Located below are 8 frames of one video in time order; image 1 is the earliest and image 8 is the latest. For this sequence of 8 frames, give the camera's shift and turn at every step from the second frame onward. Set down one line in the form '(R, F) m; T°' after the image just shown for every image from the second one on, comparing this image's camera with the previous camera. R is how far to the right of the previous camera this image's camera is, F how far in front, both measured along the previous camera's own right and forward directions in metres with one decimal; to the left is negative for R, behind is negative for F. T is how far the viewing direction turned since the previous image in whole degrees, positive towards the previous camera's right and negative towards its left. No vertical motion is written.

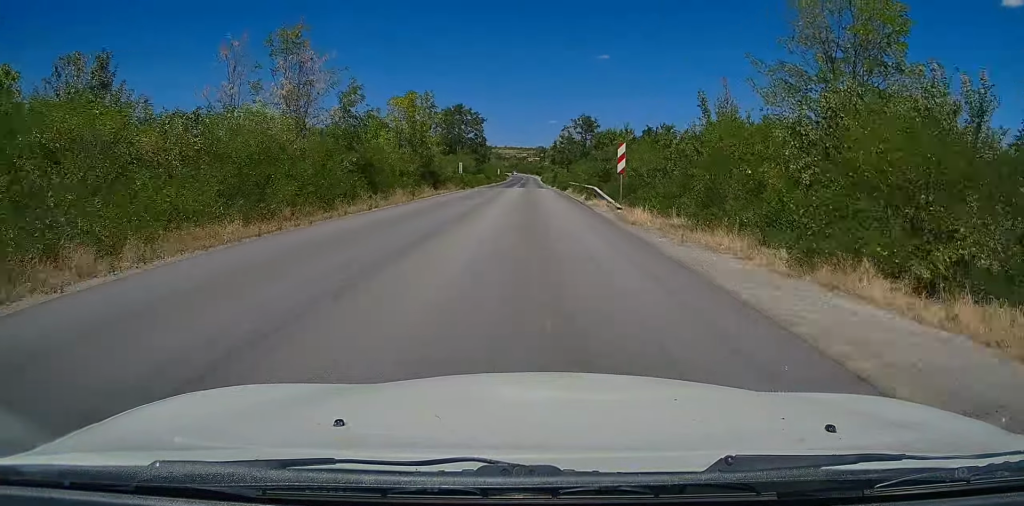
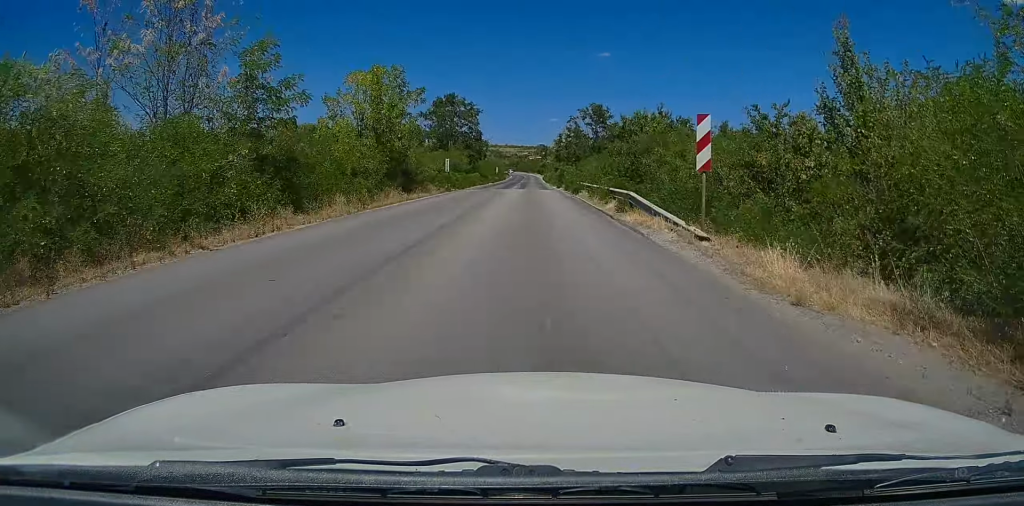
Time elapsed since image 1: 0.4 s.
(0.0, +10.1) m; 0°
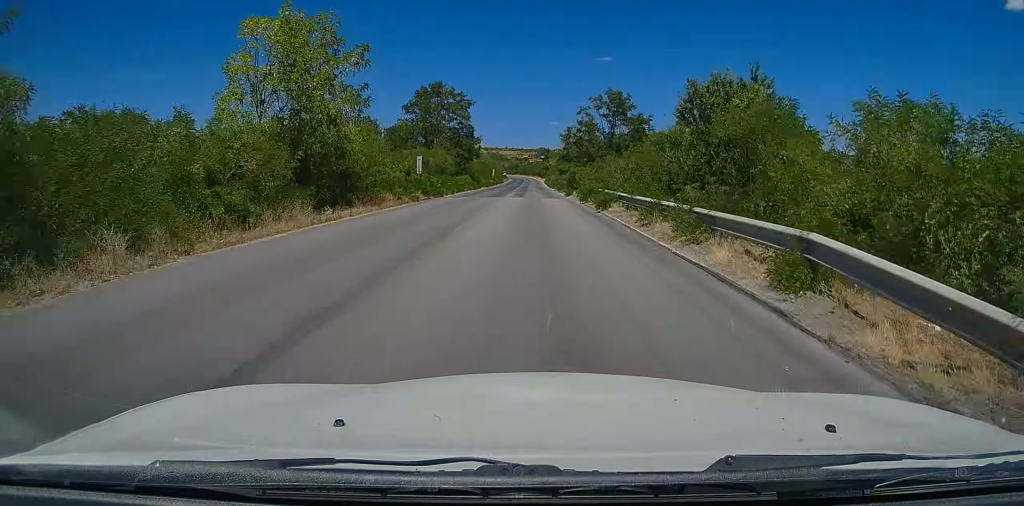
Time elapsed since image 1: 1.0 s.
(-0.1, +12.5) m; 0°
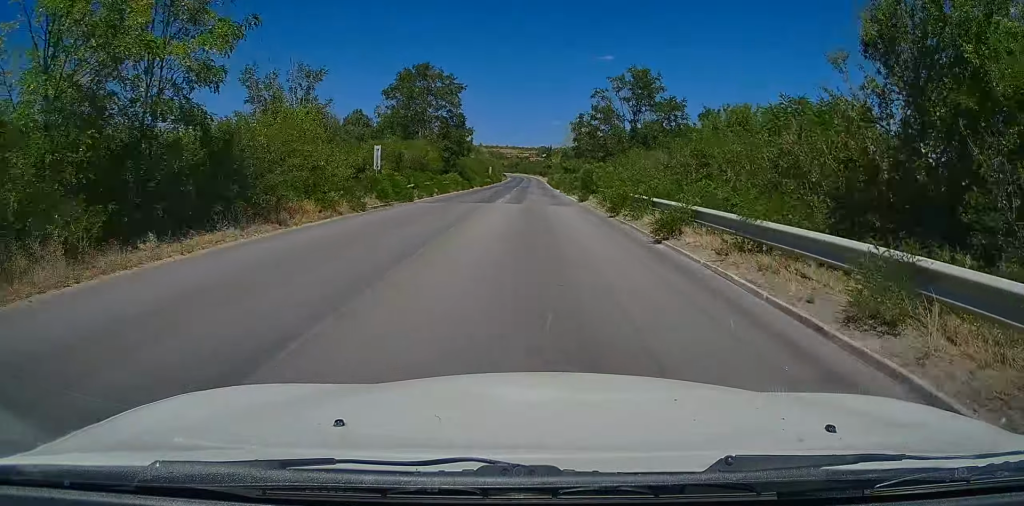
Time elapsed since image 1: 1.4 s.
(0.0, +10.2) m; 0°
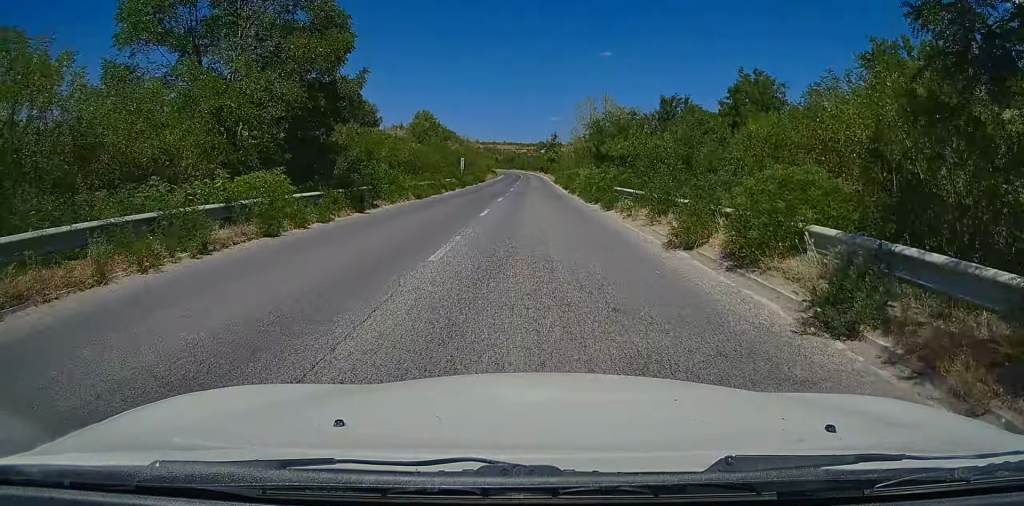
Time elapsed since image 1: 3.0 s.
(-0.1, +37.2) m; 0°
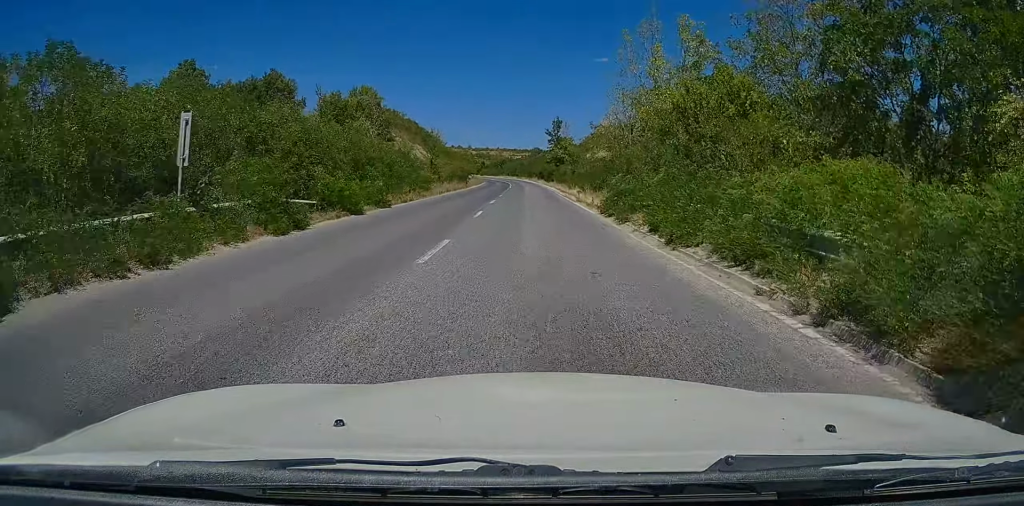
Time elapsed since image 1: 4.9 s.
(0.0, +46.1) m; 0°
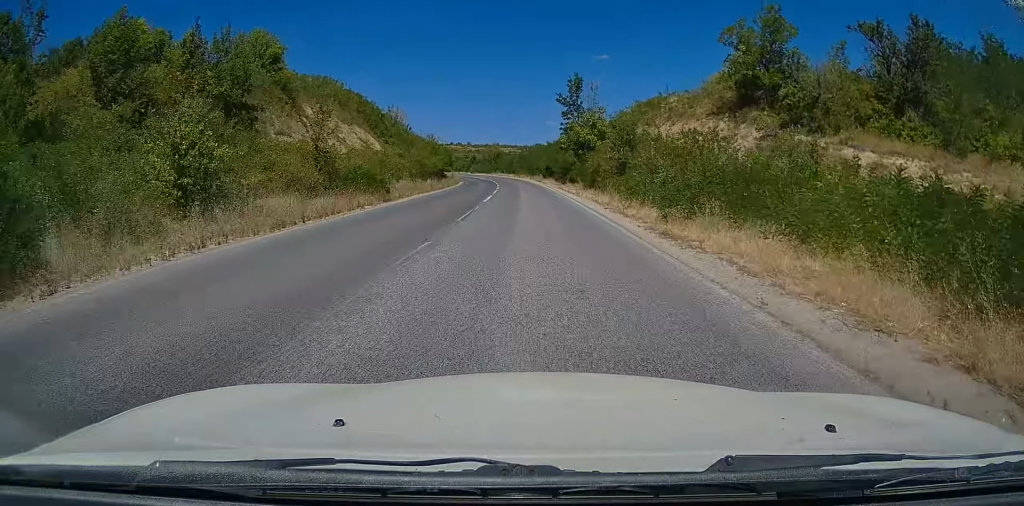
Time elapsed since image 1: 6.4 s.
(+0.1, +36.4) m; 0°
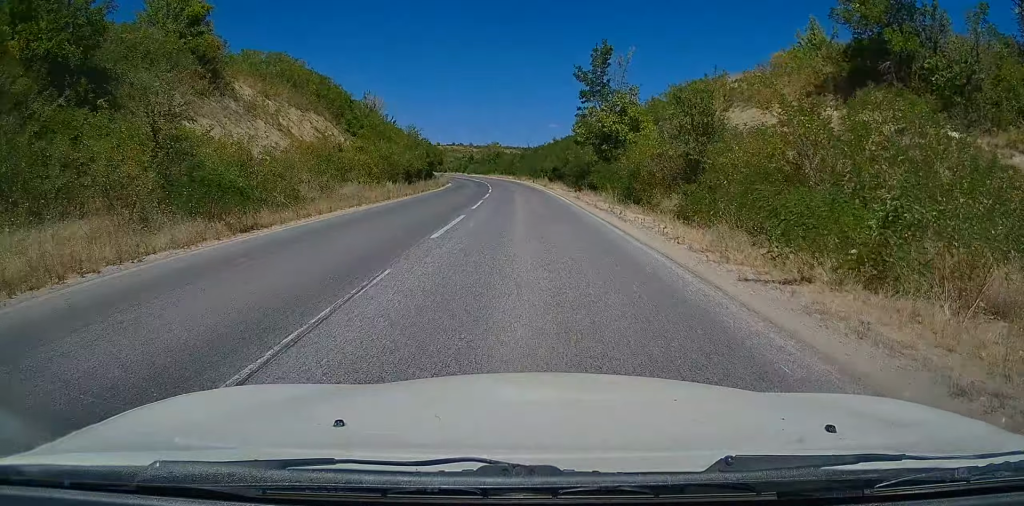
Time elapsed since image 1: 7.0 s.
(0.0, +14.3) m; 0°
